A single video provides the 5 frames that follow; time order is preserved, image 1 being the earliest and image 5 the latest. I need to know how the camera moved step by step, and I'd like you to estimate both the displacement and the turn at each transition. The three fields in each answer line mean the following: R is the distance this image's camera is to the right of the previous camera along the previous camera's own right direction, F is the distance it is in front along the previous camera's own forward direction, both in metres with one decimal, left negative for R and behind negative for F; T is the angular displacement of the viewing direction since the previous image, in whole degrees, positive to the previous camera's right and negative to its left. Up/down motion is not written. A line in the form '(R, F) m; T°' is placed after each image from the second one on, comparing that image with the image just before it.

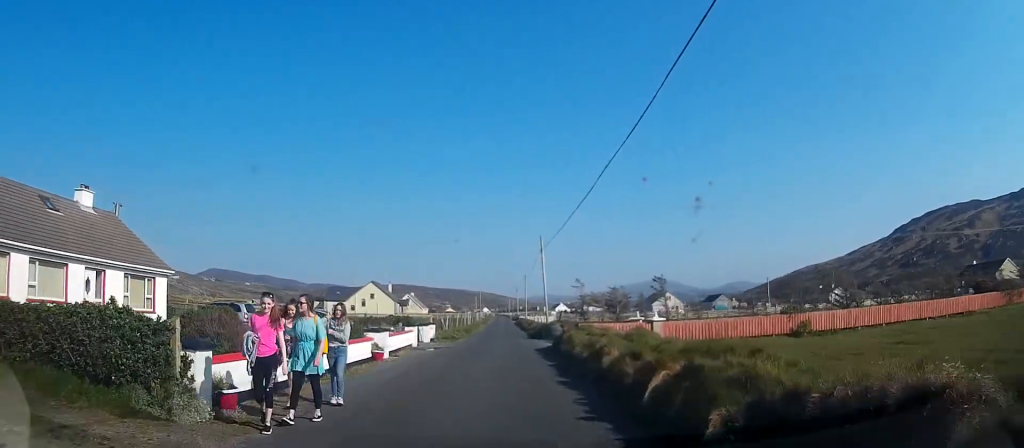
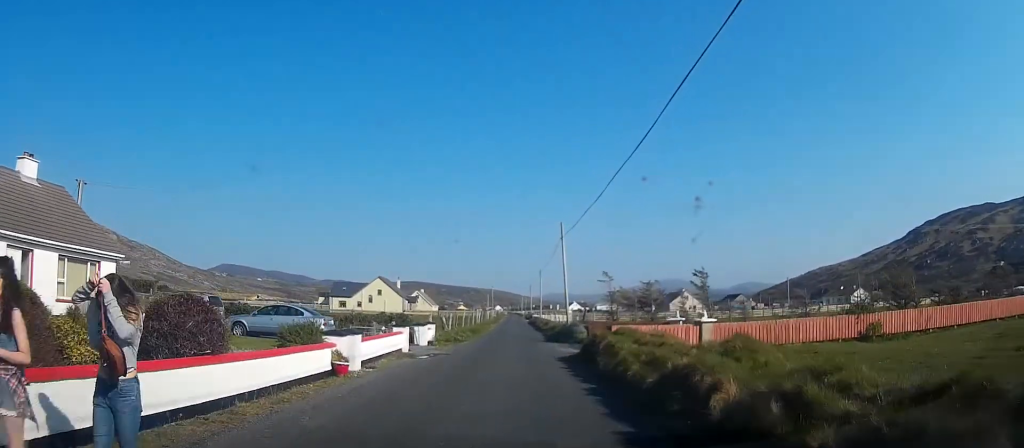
(-0.1, +5.6) m; -1°
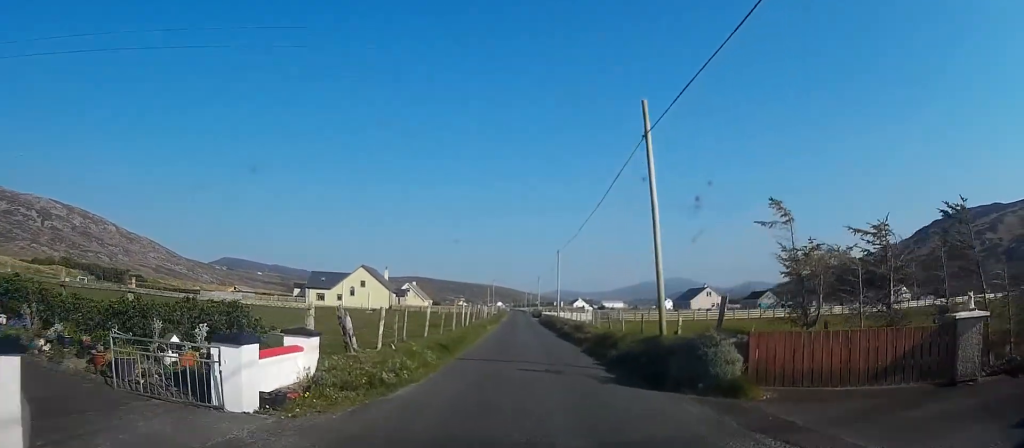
(-0.5, +18.4) m; -2°
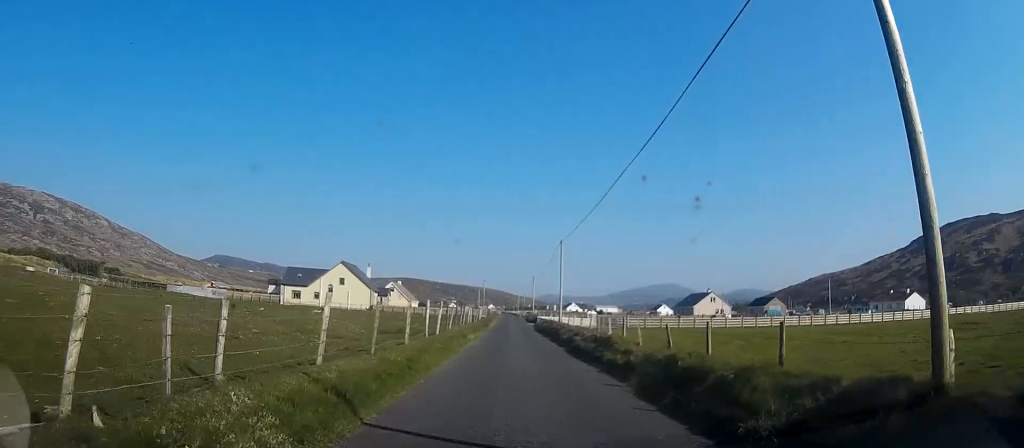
(0.0, +9.2) m; 0°
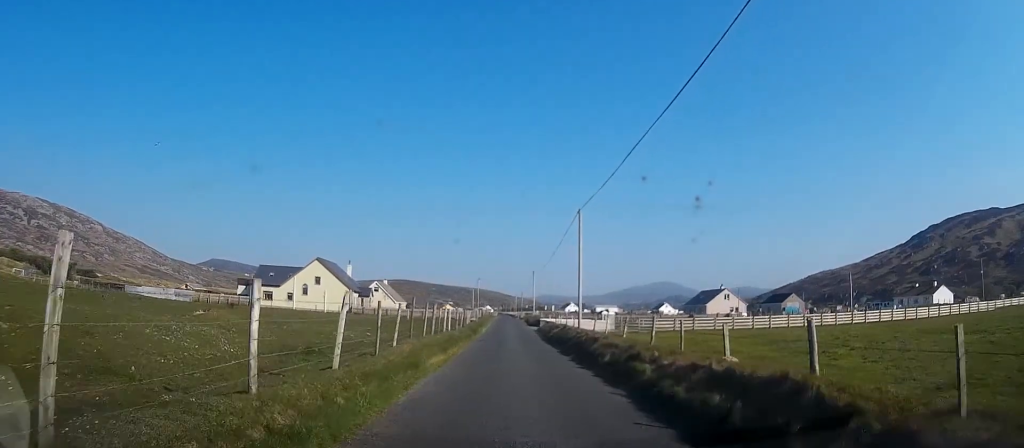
(0.0, +12.0) m; +1°
